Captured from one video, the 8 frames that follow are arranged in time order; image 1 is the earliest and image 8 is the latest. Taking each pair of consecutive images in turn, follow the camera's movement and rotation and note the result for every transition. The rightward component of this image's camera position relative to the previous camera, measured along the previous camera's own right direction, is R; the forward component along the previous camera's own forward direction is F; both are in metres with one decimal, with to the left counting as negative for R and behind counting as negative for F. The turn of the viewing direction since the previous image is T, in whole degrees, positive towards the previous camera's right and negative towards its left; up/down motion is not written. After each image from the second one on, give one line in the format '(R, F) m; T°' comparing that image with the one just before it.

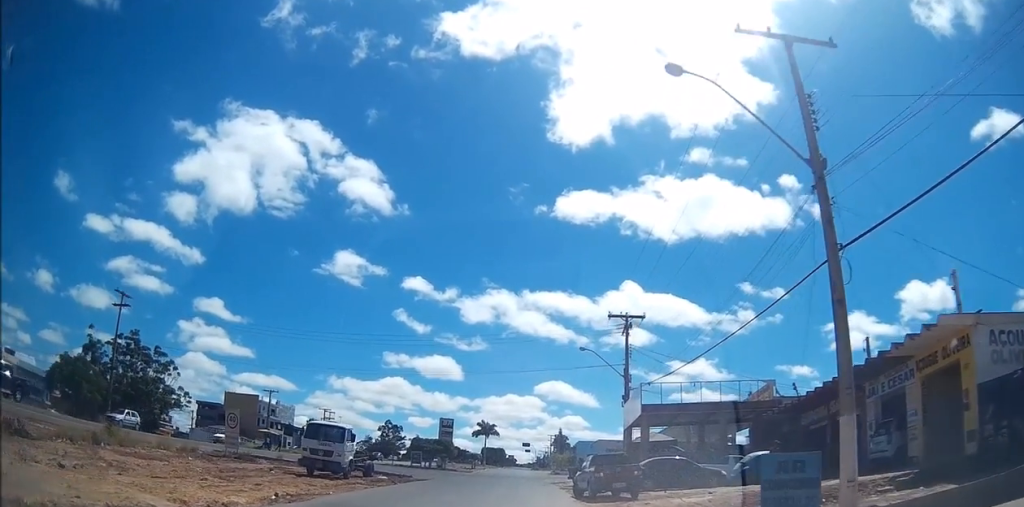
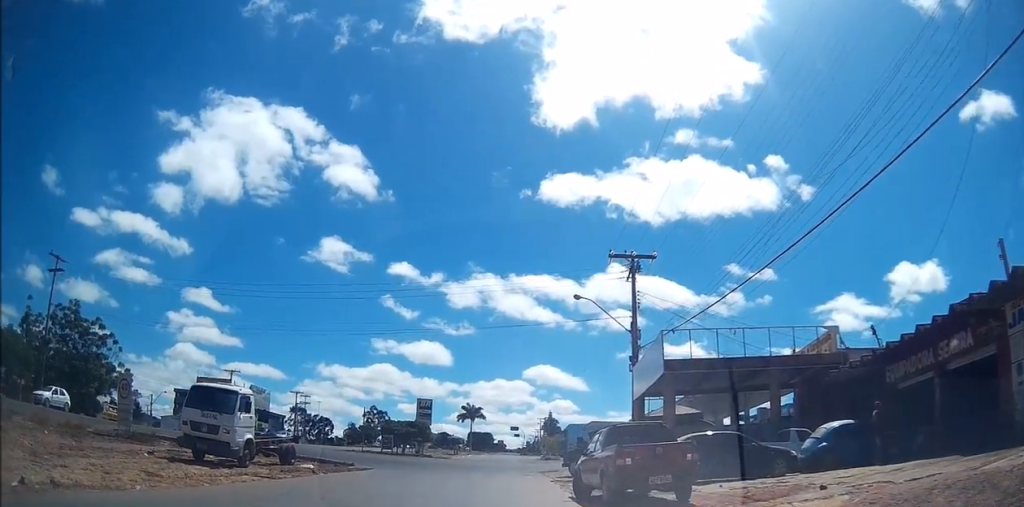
(+0.3, +10.4) m; +3°
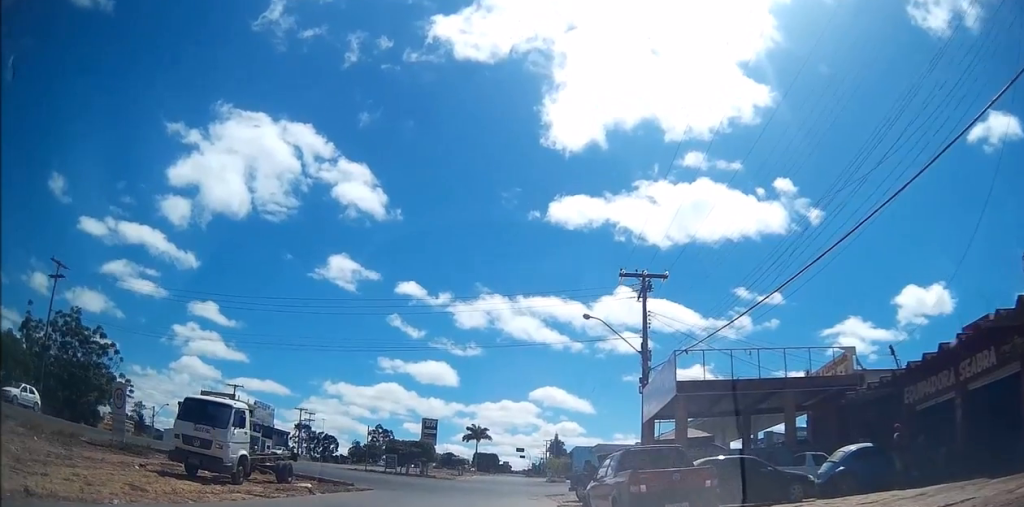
(0.0, +1.6) m; +1°
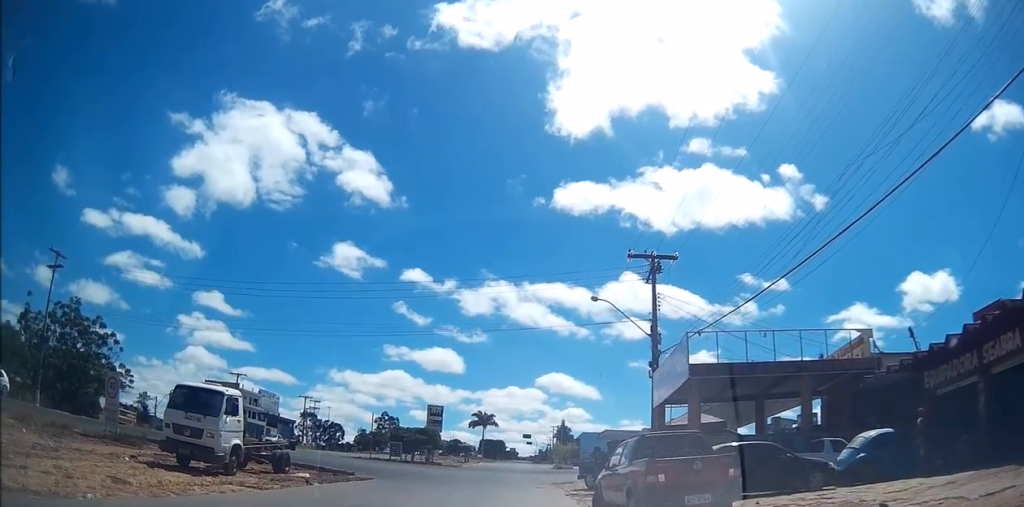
(0.0, +1.1) m; +1°
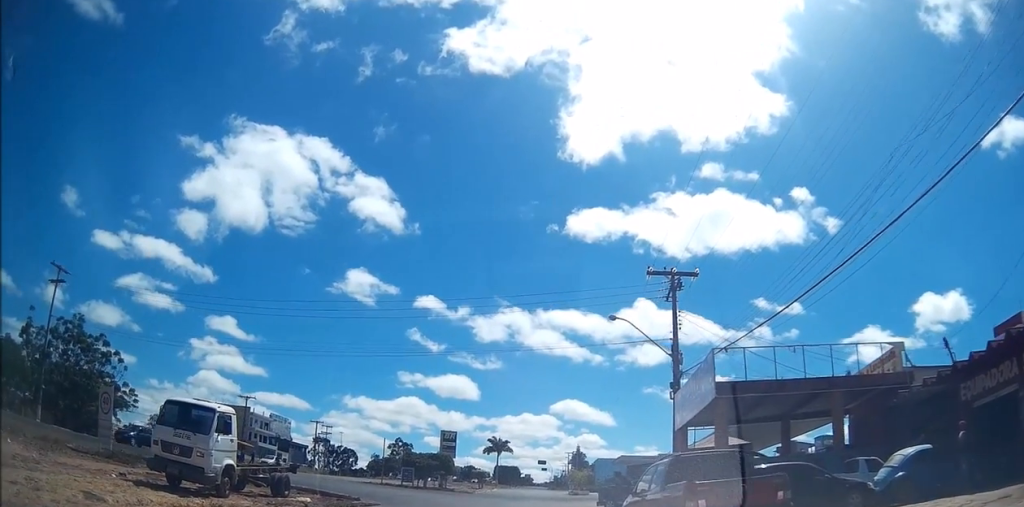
(0.0, +1.2) m; 0°
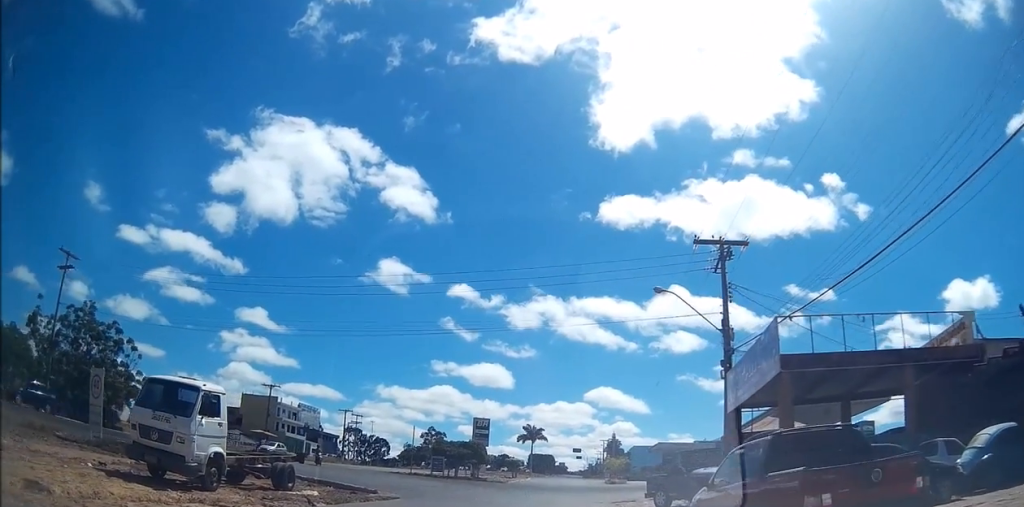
(0.0, +1.5) m; -3°
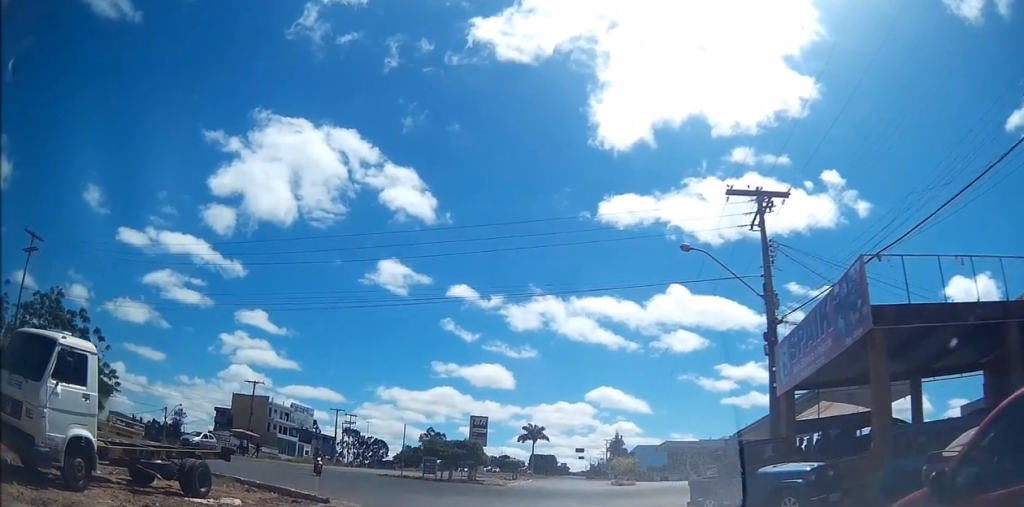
(-0.3, +3.6) m; -7°
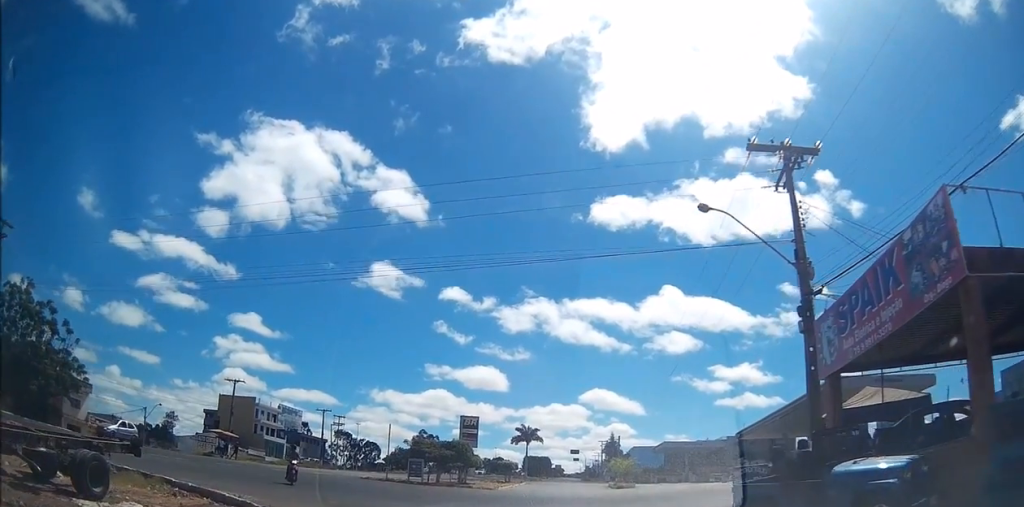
(-0.1, +3.3) m; 0°
